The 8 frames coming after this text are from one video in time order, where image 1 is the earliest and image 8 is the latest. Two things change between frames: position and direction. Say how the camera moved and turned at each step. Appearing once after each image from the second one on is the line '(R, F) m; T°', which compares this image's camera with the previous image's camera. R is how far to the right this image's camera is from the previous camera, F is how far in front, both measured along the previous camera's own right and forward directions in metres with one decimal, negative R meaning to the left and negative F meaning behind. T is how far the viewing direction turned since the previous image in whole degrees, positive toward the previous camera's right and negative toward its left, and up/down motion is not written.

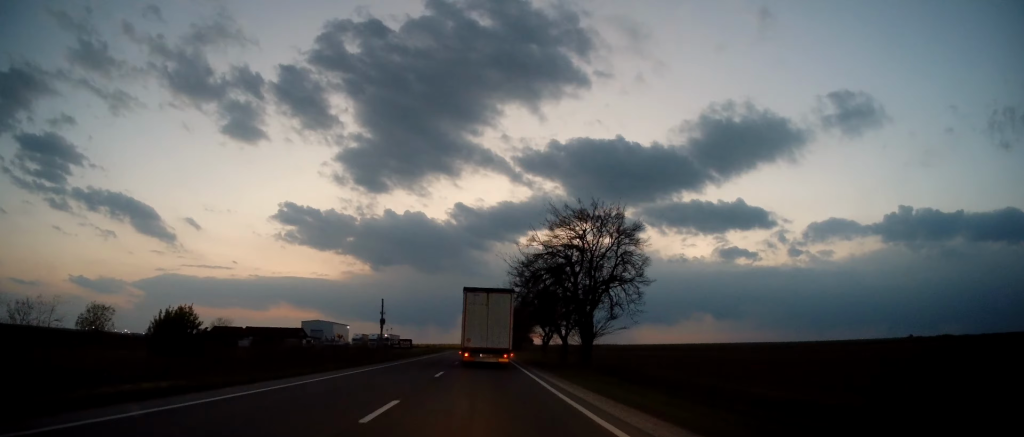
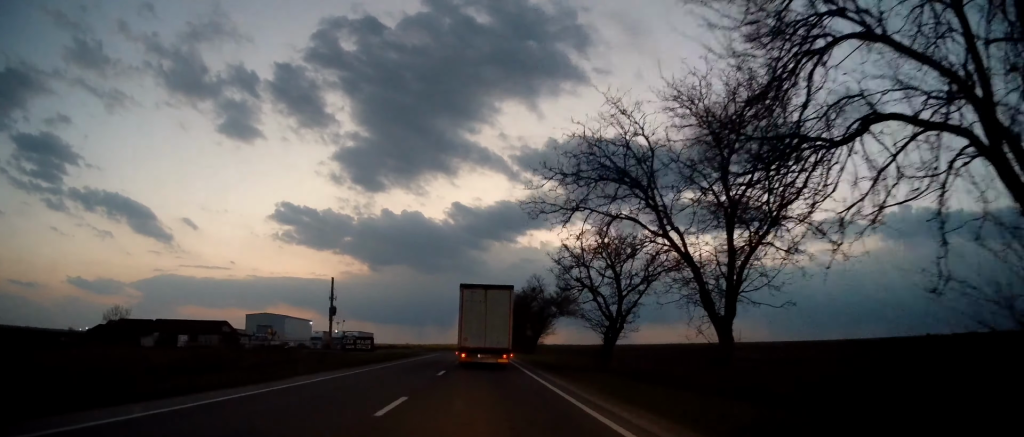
(-1.0, +34.4) m; -2°
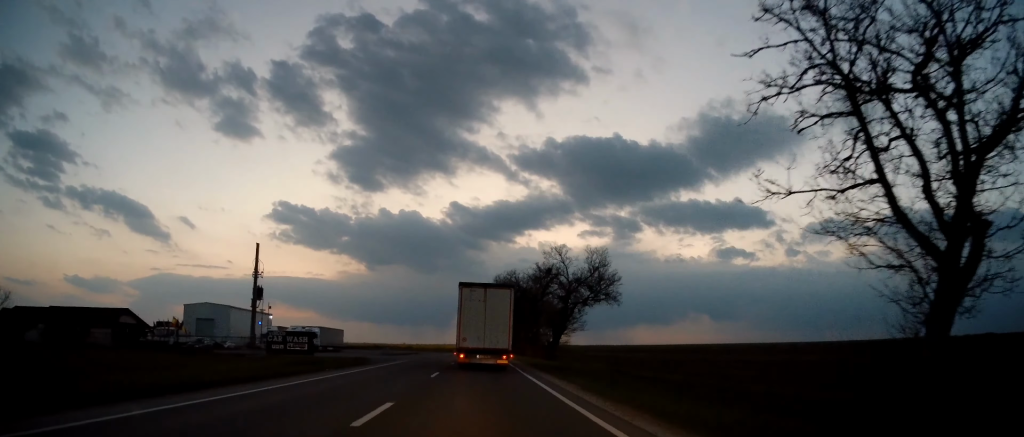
(0.0, +24.7) m; +1°
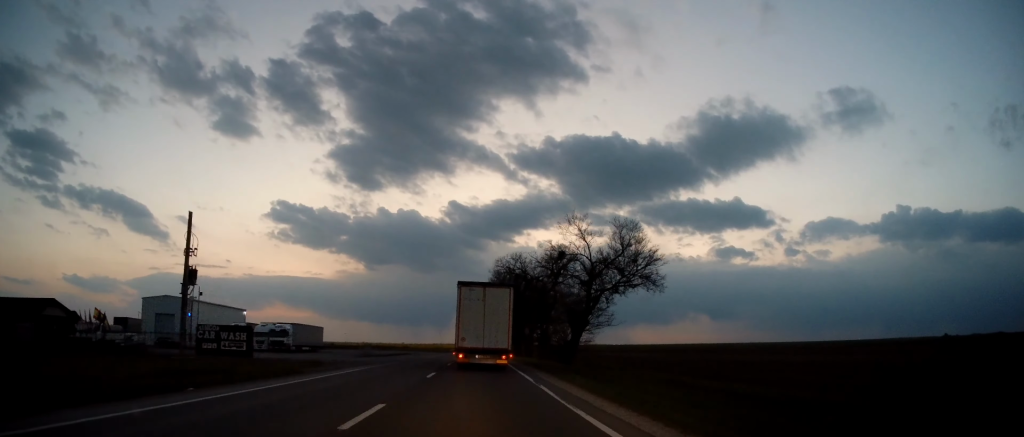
(+0.1, +12.3) m; +1°
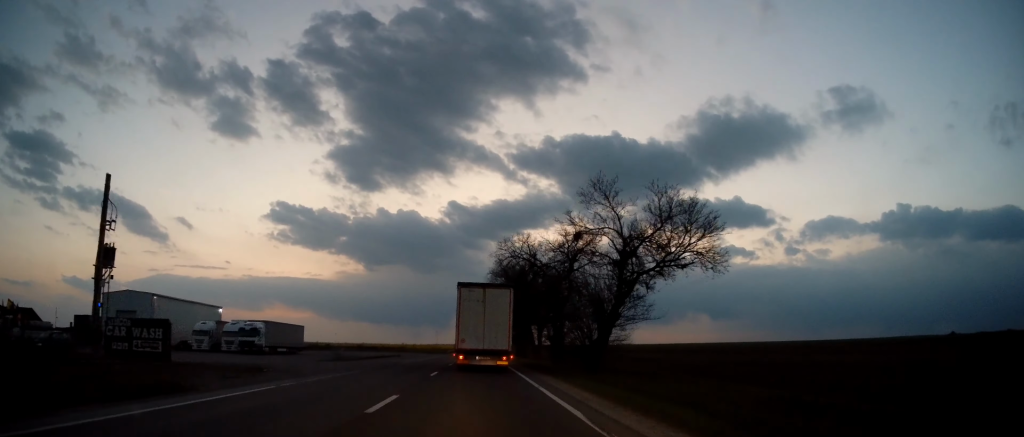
(+0.1, +9.9) m; 0°
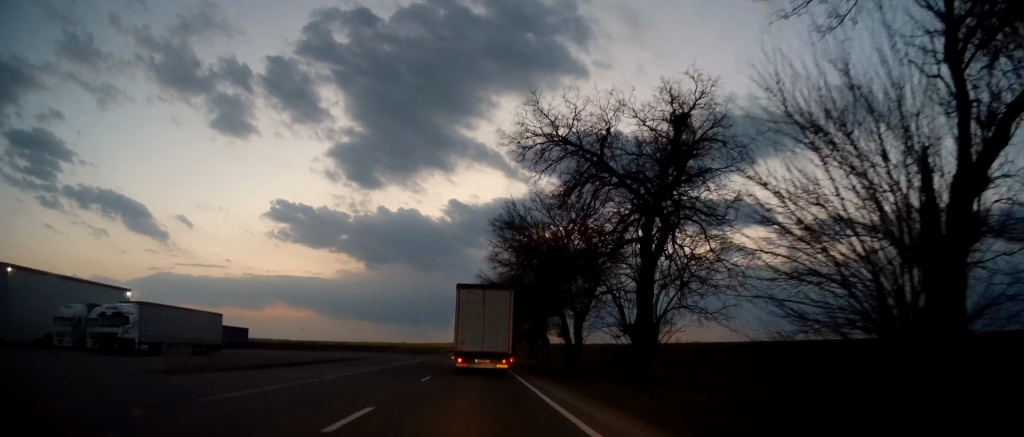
(+0.1, +25.8) m; -1°
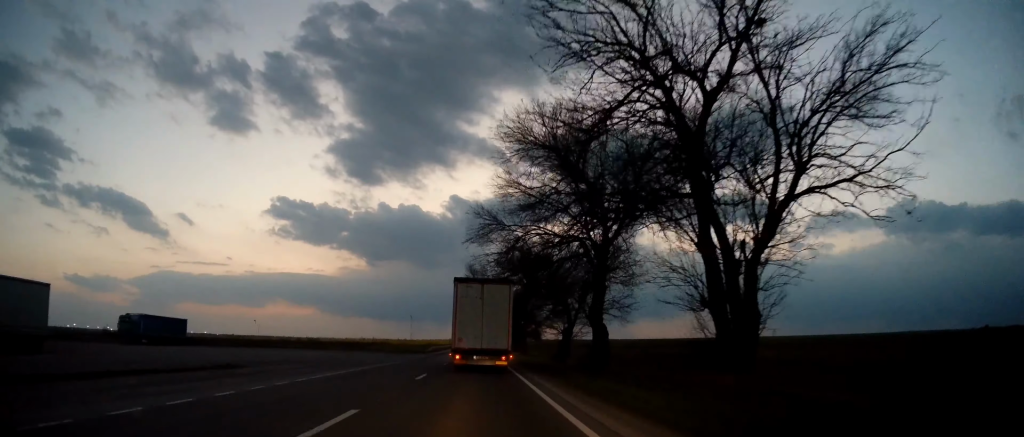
(-0.4, +24.1) m; -1°
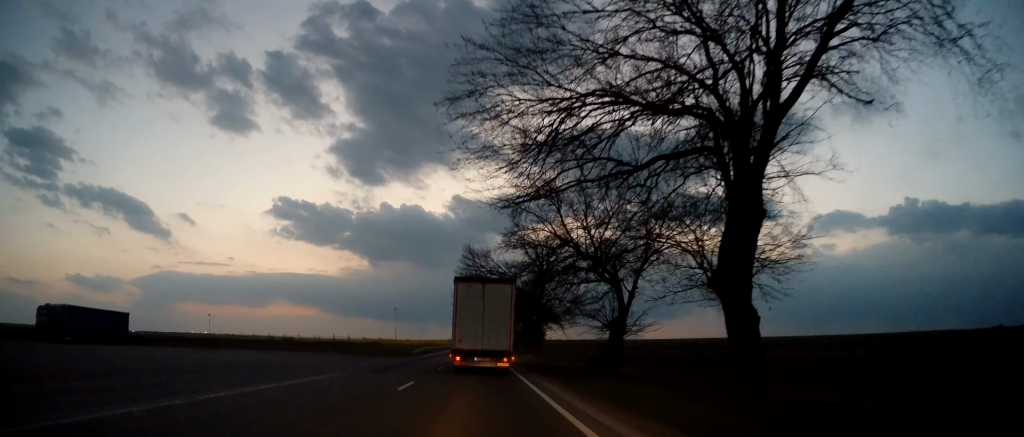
(0.0, +15.9) m; 0°
